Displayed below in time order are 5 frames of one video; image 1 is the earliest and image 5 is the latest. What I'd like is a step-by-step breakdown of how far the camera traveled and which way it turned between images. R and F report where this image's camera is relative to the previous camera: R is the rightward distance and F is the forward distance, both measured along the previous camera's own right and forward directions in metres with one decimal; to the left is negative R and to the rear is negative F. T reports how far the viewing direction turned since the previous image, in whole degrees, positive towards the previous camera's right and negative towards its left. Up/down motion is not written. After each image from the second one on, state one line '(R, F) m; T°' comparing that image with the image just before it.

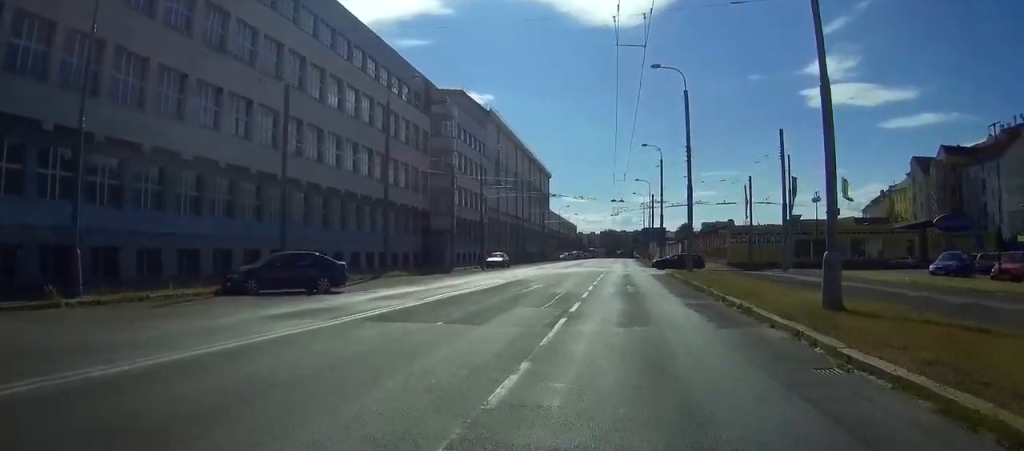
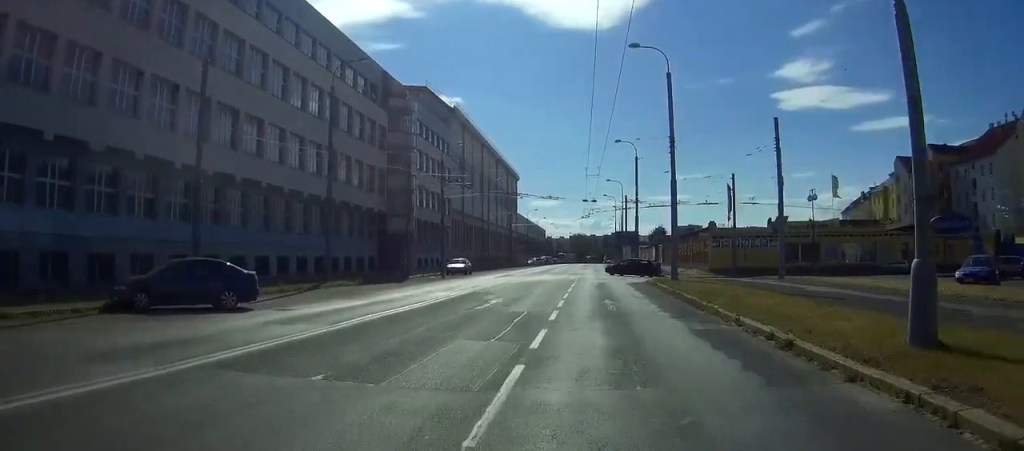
(+0.2, +3.8) m; +5°
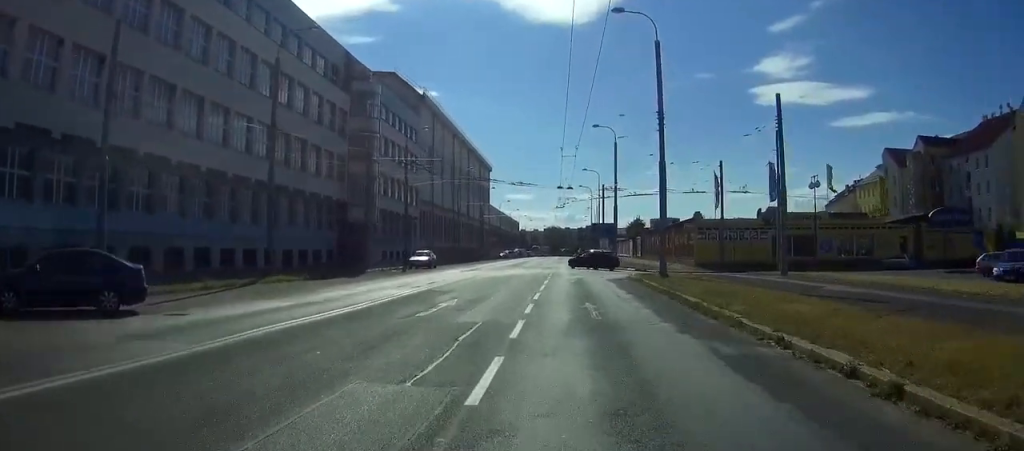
(+0.1, +3.9) m; +3°
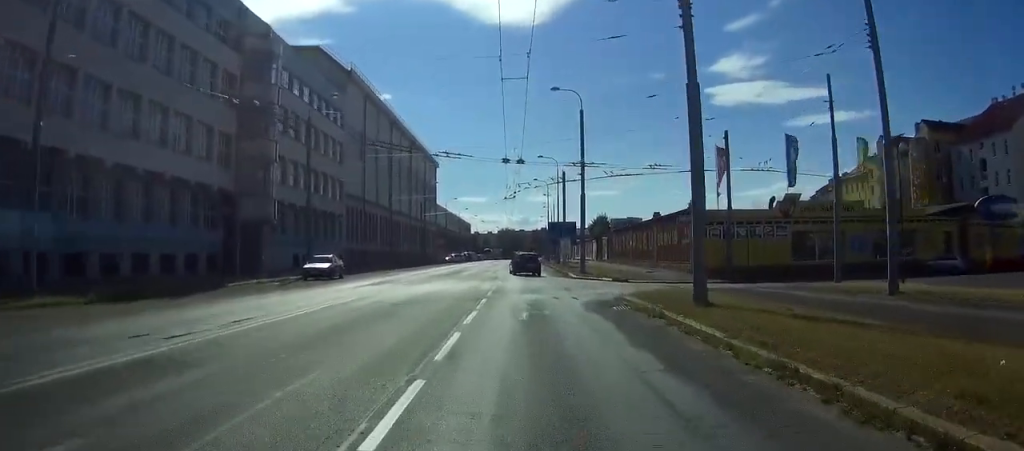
(+0.7, +12.5) m; +5°
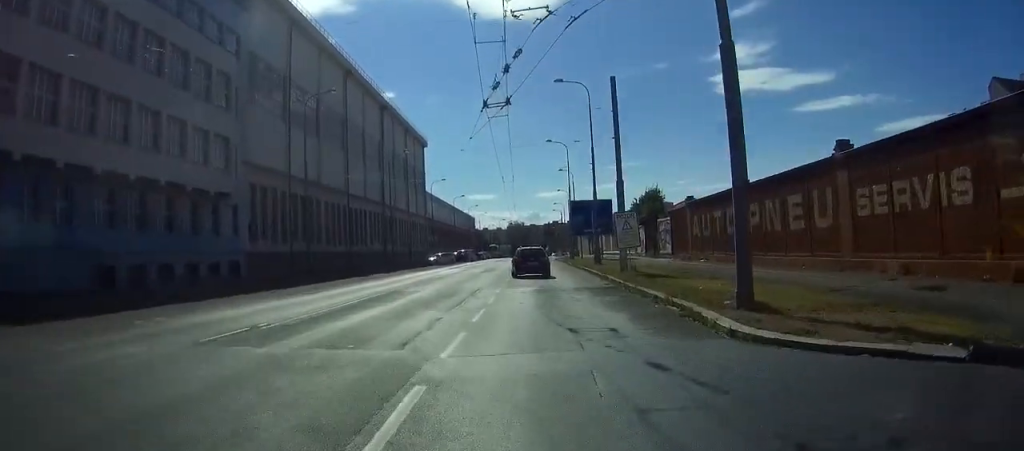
(-2.5, +32.0) m; -7°
